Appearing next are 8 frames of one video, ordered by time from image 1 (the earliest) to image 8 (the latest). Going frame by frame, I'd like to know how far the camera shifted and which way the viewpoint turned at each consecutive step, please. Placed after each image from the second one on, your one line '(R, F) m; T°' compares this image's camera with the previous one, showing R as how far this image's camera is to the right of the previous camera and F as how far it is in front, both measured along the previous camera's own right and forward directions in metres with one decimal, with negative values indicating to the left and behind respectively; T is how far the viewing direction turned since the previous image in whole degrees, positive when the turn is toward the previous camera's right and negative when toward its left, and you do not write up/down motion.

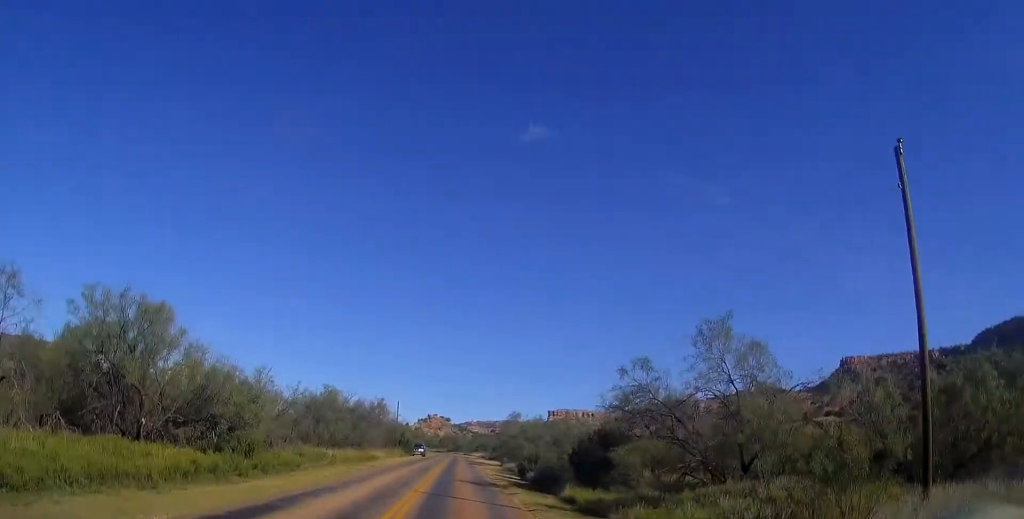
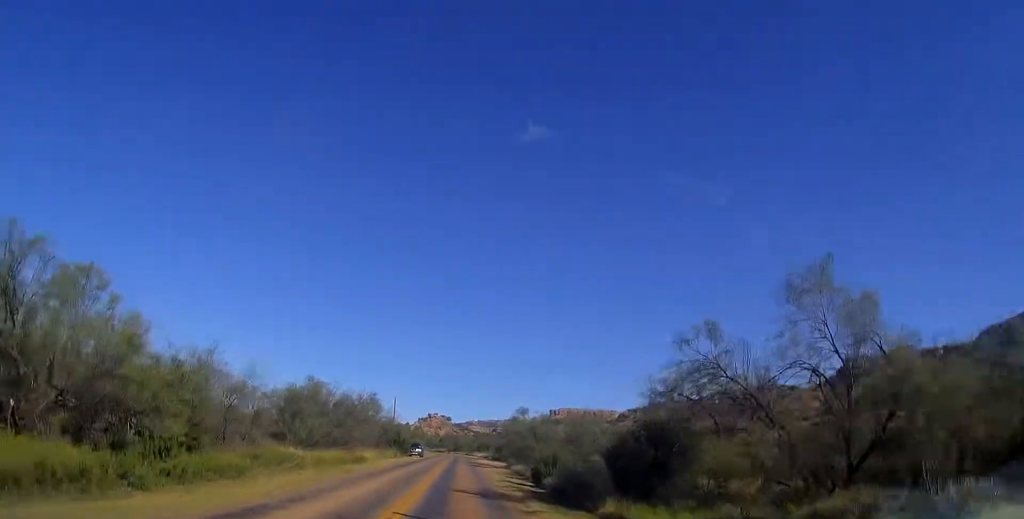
(+0.4, +6.8) m; 0°
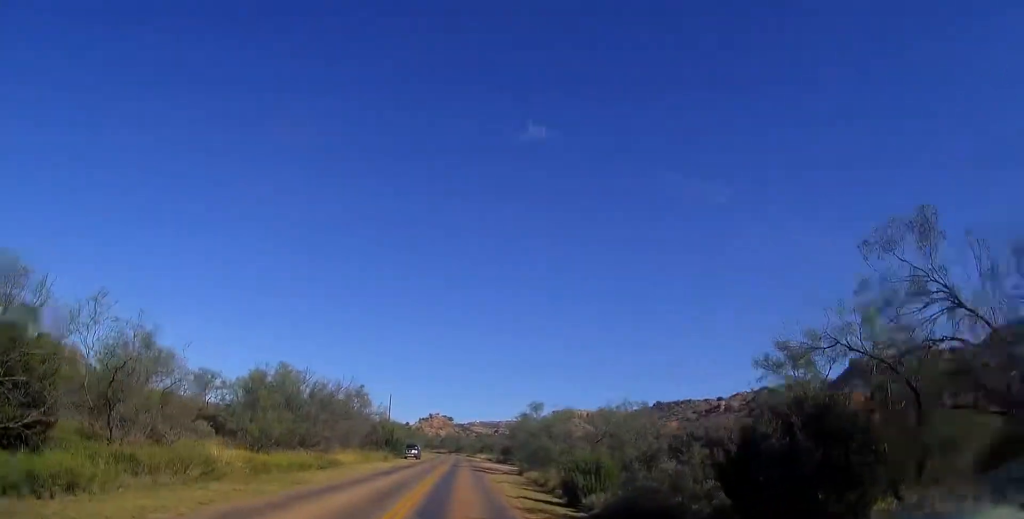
(-0.1, +9.2) m; 0°
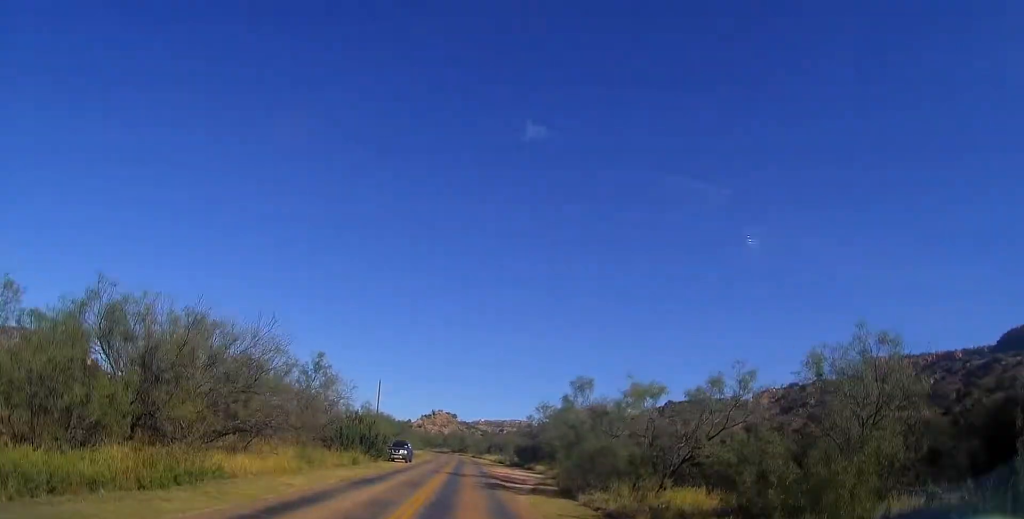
(0.0, +17.3) m; 0°
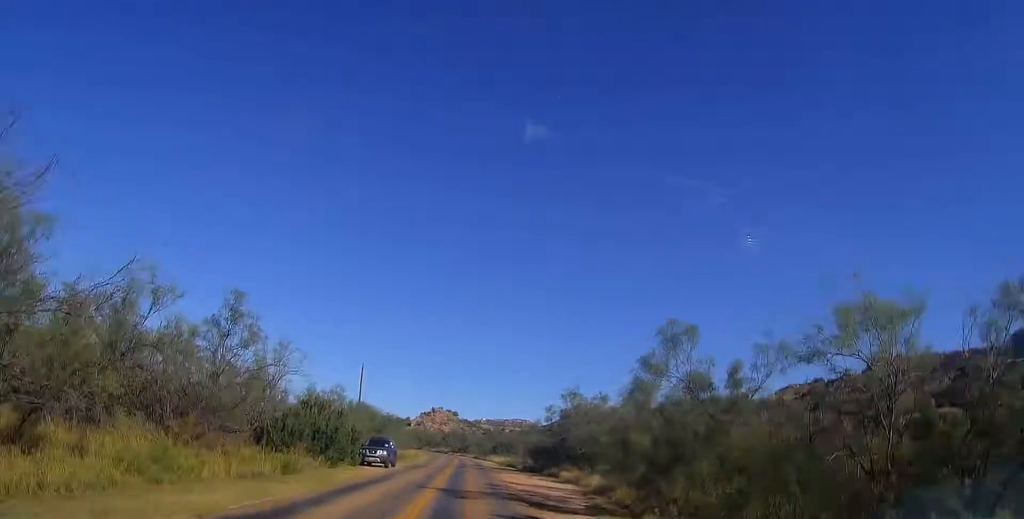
(-0.2, +14.6) m; 0°
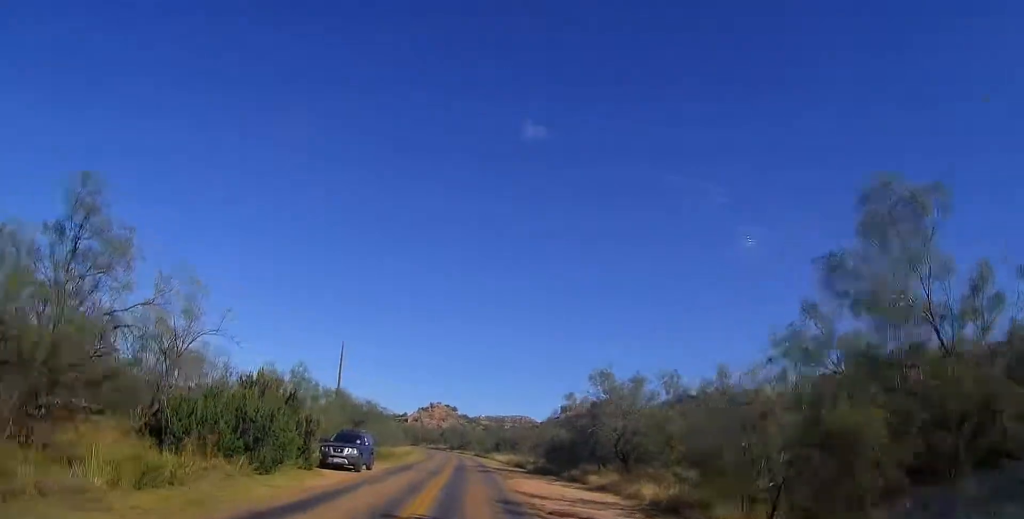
(0.0, +10.3) m; +1°
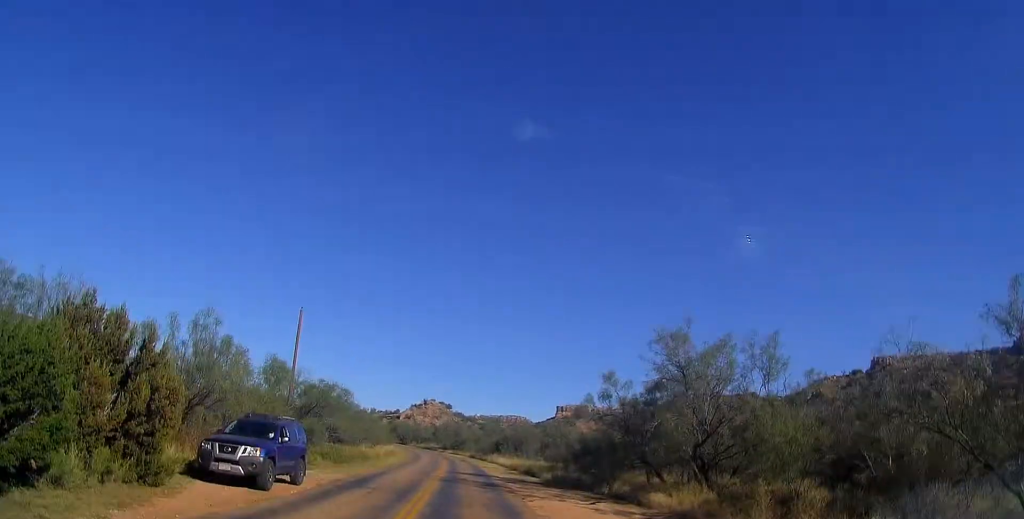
(+0.4, +12.5) m; +1°
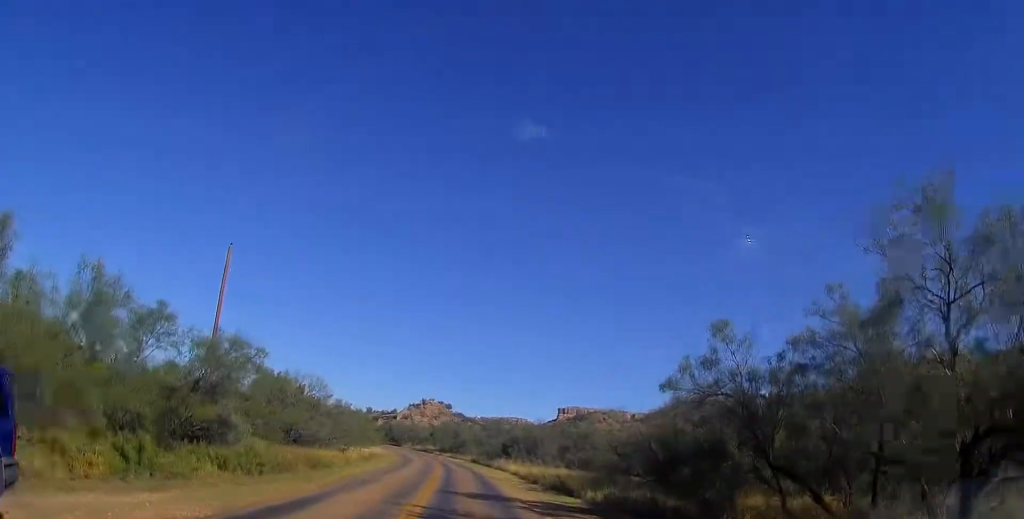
(-0.2, +13.2) m; -2°
